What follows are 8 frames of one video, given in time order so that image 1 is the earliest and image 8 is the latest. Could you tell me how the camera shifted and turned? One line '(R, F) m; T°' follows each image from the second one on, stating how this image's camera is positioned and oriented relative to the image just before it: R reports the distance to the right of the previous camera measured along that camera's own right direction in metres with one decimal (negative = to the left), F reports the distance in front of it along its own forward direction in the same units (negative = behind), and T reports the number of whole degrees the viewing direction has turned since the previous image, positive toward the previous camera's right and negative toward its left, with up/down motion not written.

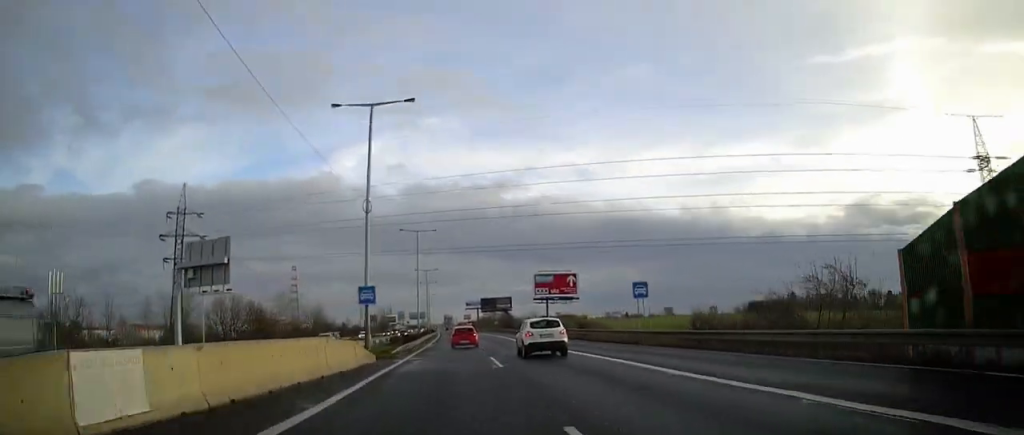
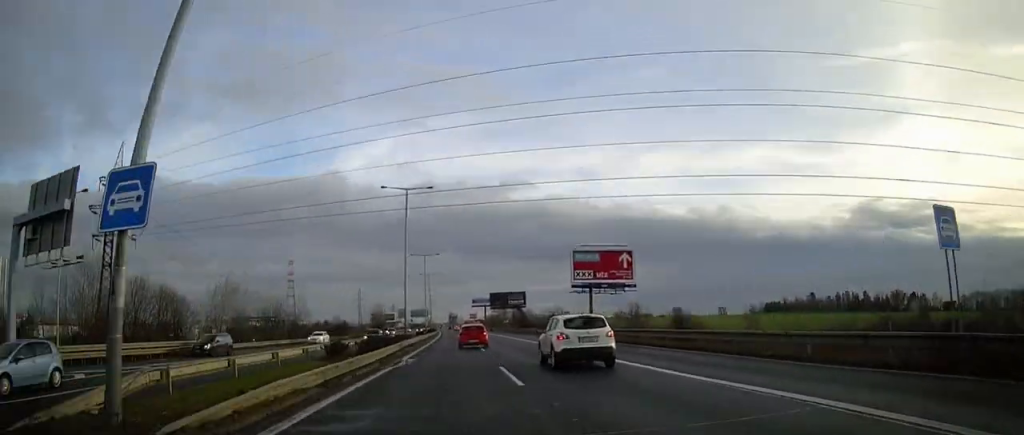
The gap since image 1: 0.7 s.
(-0.1, +23.7) m; -1°
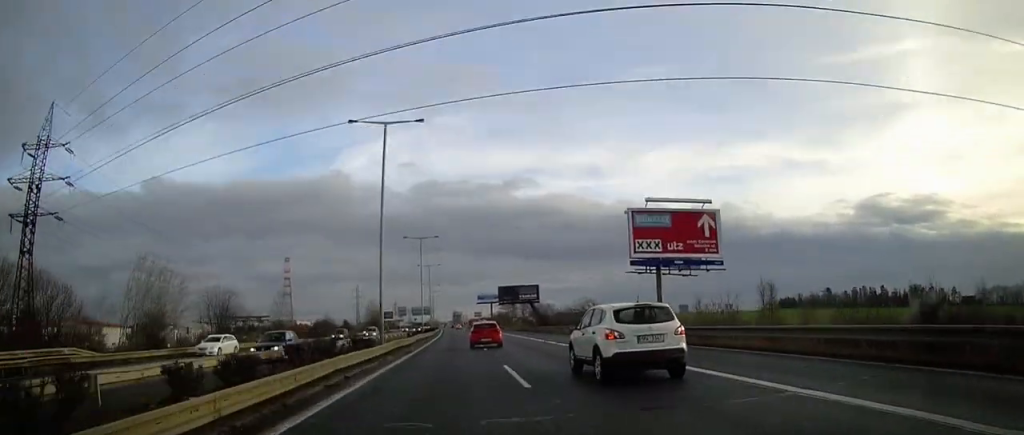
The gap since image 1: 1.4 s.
(-0.2, +19.9) m; -1°
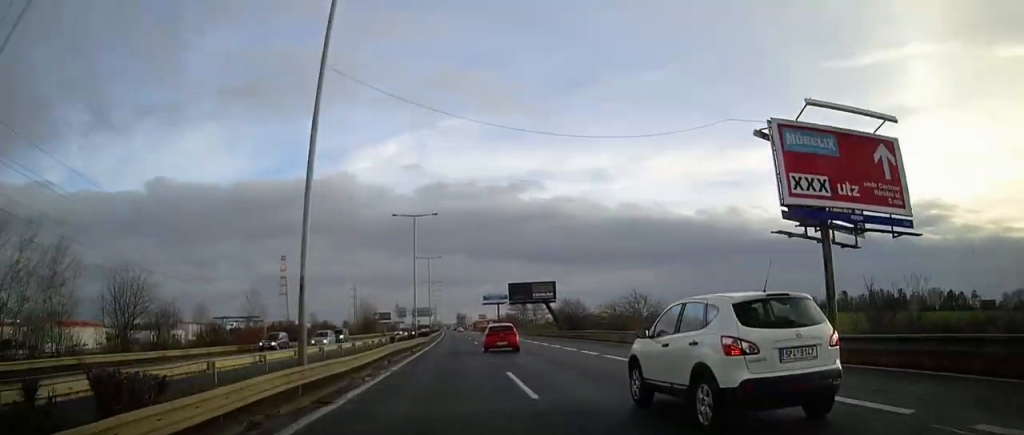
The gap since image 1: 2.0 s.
(-0.1, +18.7) m; 0°
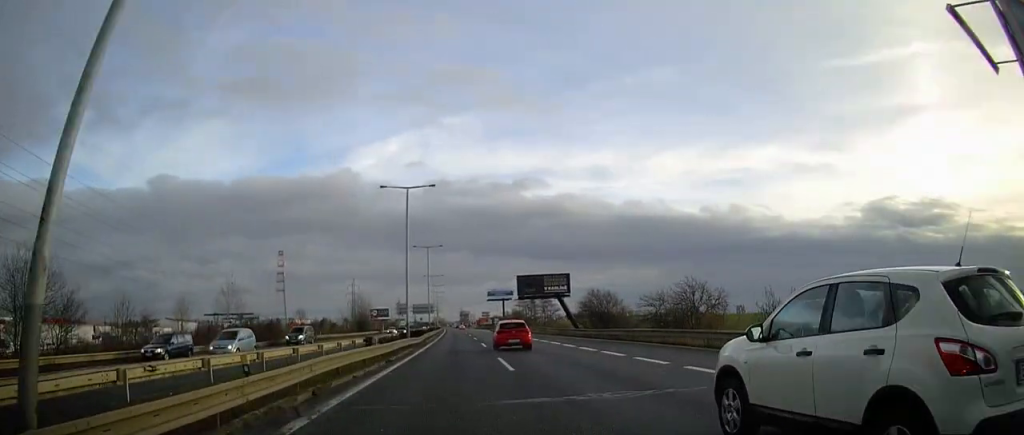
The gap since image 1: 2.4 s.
(0.0, +12.4) m; 0°
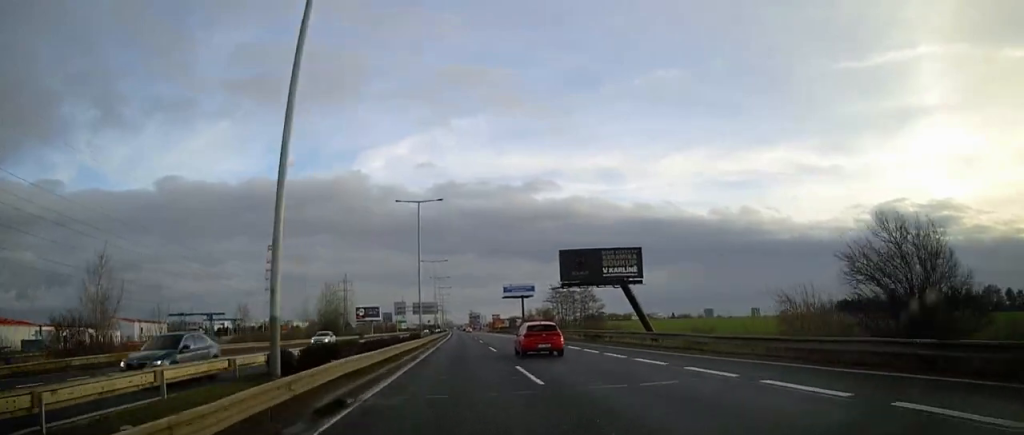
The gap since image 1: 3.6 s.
(-0.1, +38.8) m; -1°
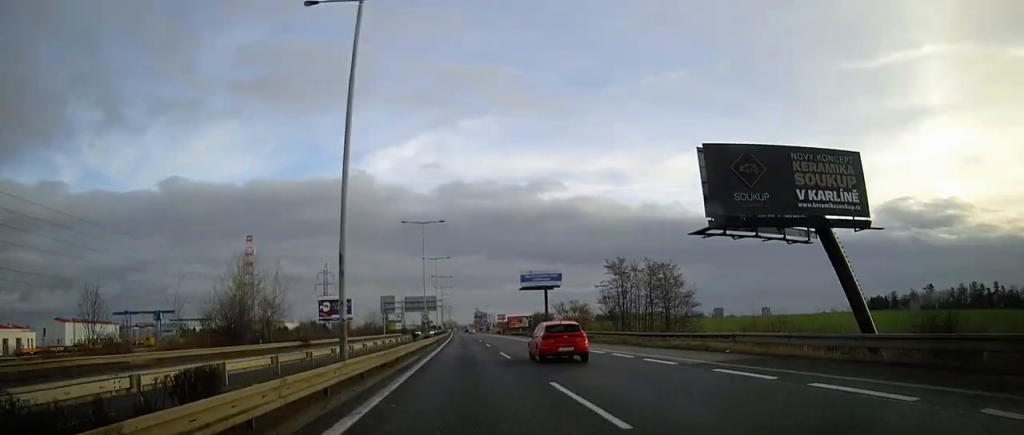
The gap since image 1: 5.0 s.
(-0.3, +40.5) m; -1°
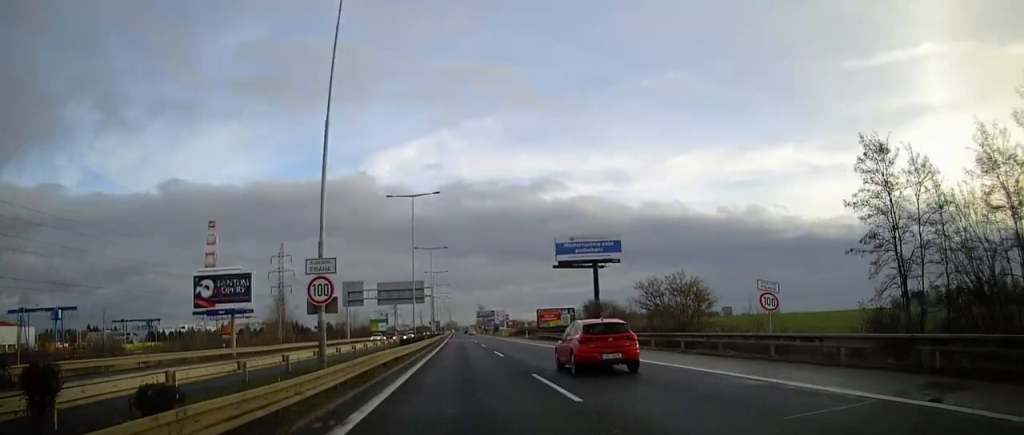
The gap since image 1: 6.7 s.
(-0.2, +51.5) m; 0°
